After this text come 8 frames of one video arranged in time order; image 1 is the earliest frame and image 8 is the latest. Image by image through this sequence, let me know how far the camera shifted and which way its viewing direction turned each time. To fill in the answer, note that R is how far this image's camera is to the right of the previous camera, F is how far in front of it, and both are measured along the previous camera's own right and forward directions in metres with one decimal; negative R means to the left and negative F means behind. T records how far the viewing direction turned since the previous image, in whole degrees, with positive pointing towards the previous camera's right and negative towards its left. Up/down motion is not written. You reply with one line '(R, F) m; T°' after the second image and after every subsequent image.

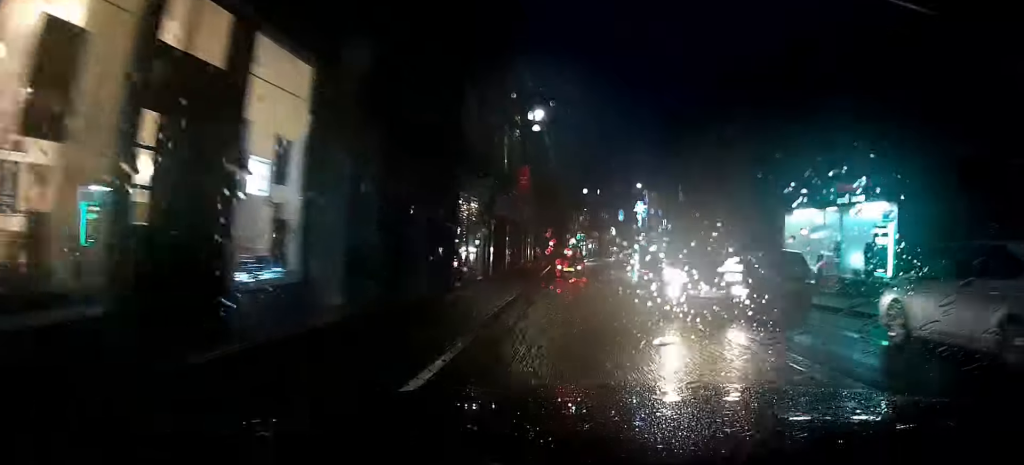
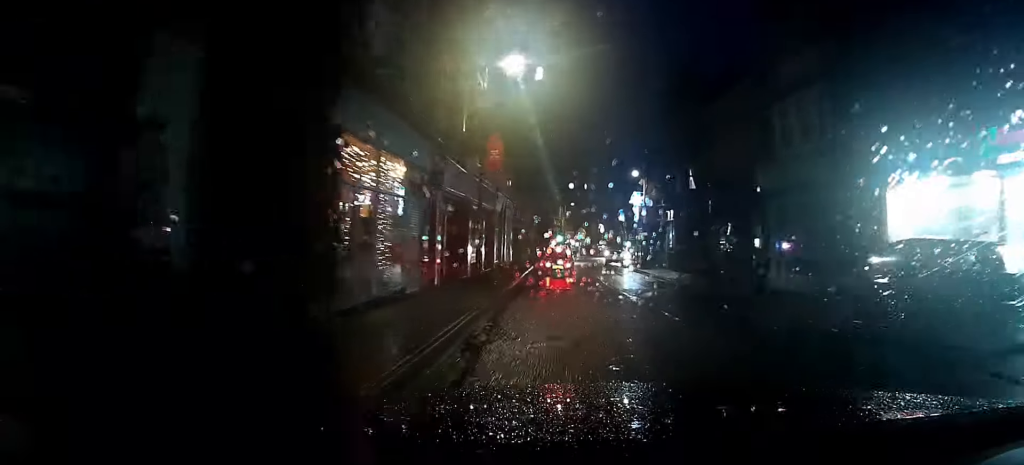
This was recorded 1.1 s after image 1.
(0.0, +8.2) m; +2°
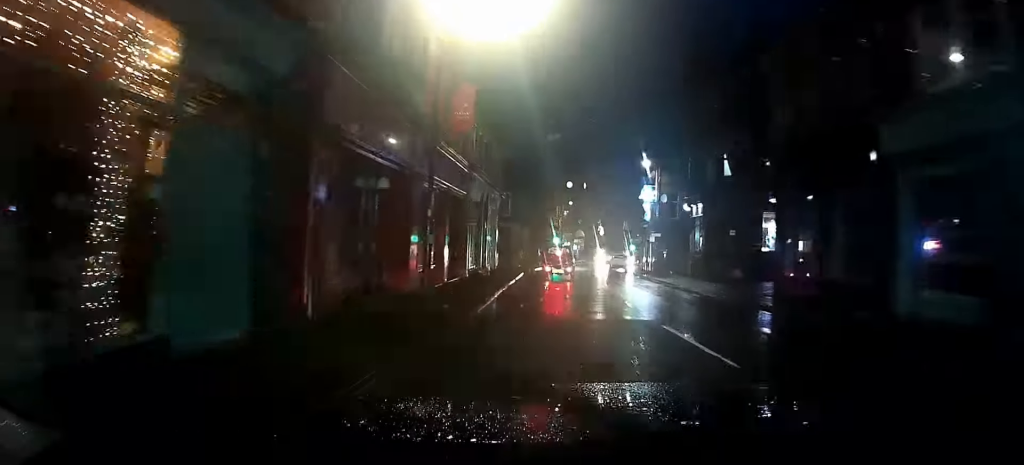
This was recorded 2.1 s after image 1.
(+0.3, +8.0) m; +4°
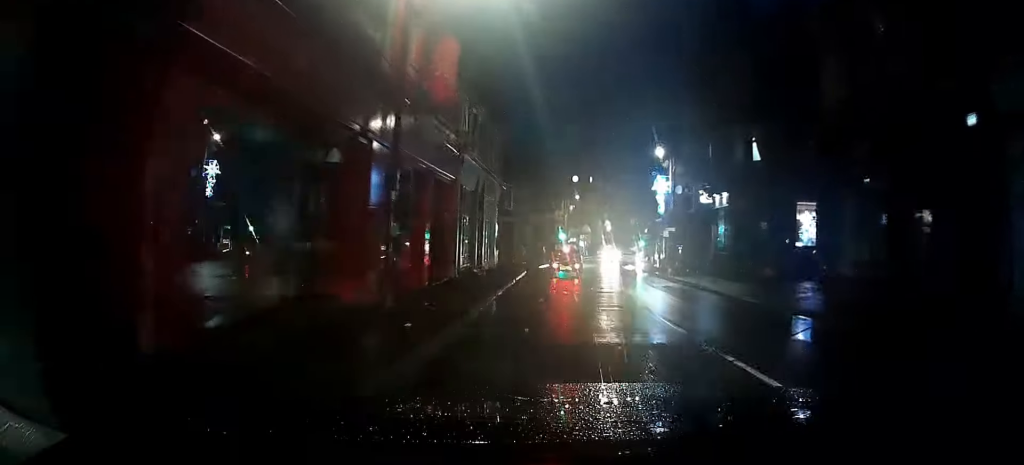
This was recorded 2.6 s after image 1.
(+0.1, +3.5) m; +1°
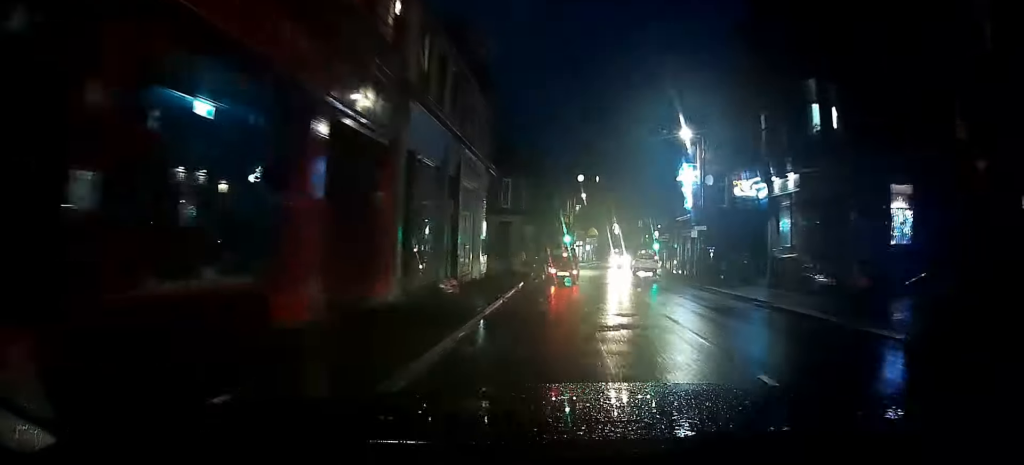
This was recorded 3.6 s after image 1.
(0.0, +7.0) m; 0°
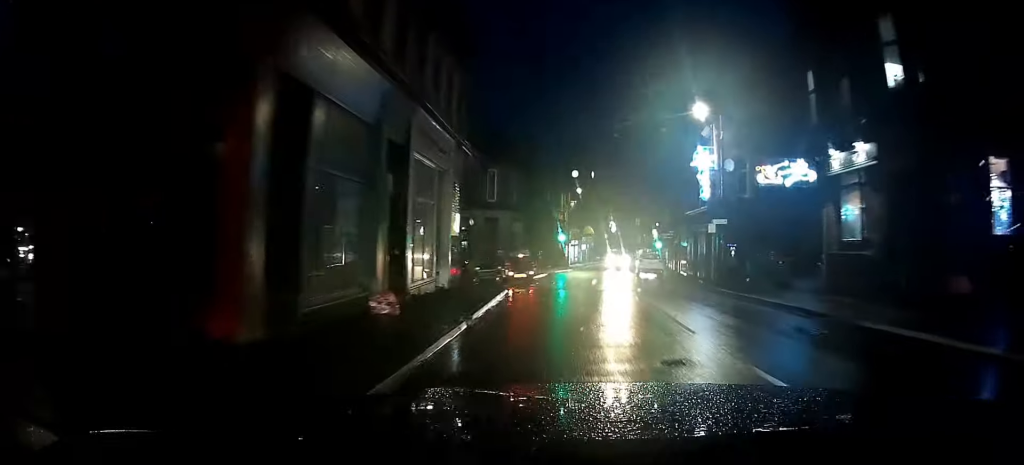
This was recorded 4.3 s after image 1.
(0.0, +5.2) m; -3°
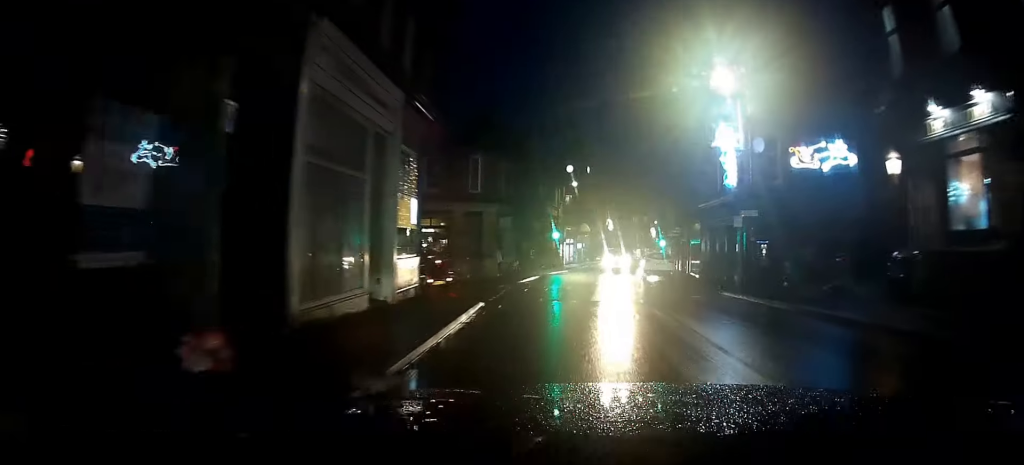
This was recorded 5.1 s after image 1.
(-0.2, +5.2) m; -4°
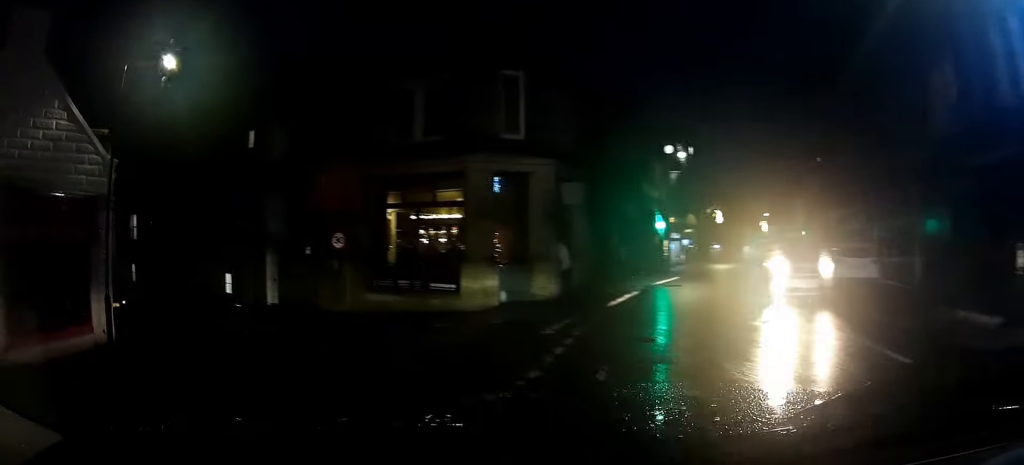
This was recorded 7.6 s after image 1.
(-2.7, +15.6) m; -24°
